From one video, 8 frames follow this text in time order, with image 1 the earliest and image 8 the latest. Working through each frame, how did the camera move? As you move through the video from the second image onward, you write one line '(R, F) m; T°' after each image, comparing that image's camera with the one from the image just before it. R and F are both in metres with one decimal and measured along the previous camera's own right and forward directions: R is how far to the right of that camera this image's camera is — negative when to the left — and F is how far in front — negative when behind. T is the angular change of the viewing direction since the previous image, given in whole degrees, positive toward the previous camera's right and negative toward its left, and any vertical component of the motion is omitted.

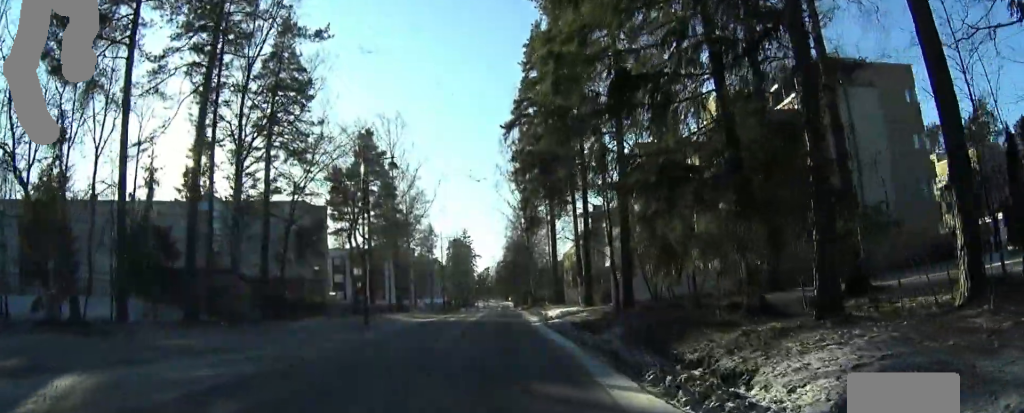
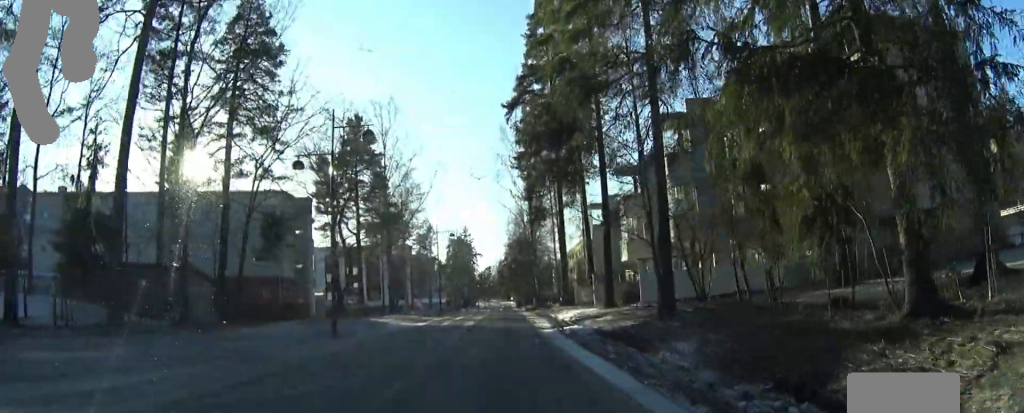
(-0.3, +5.7) m; -5°
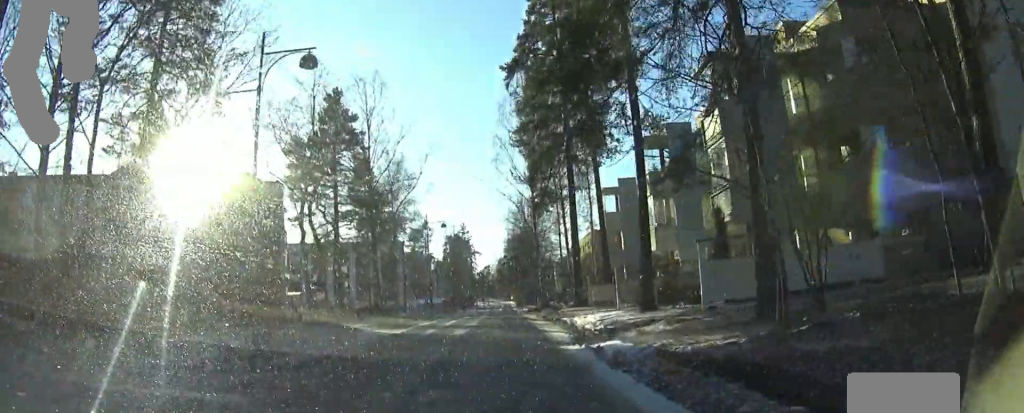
(-0.4, +7.5) m; -3°
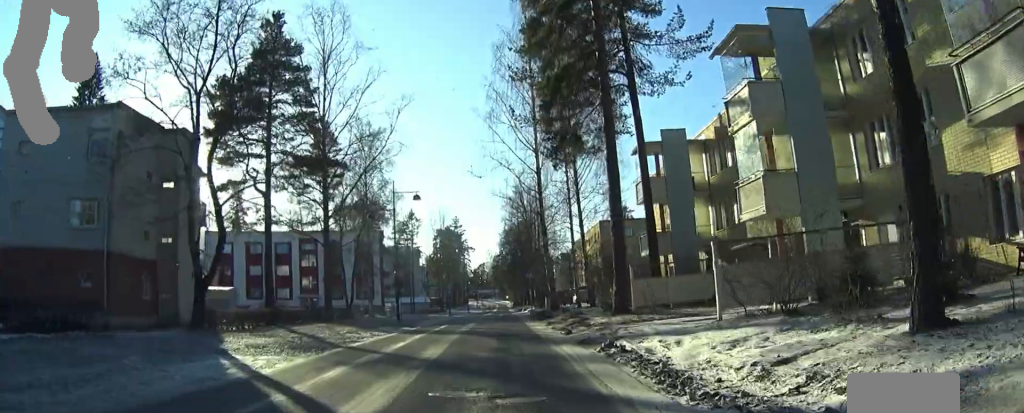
(+0.6, +14.1) m; +7°
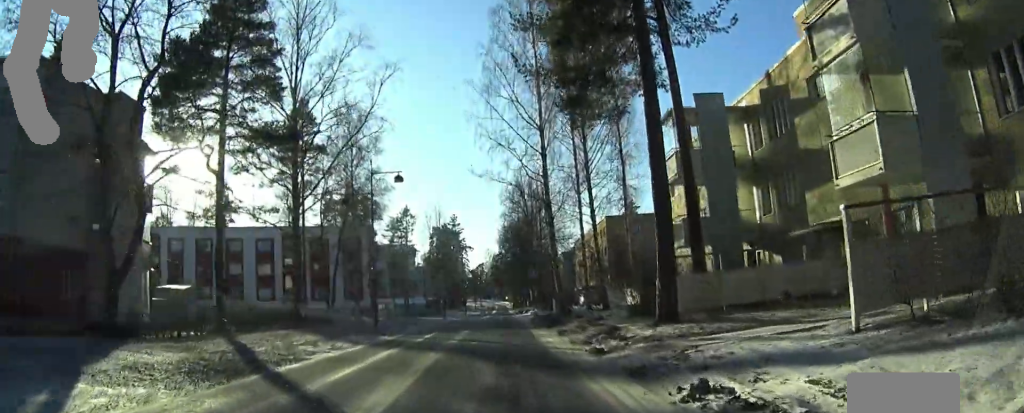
(+0.1, +6.2) m; +2°
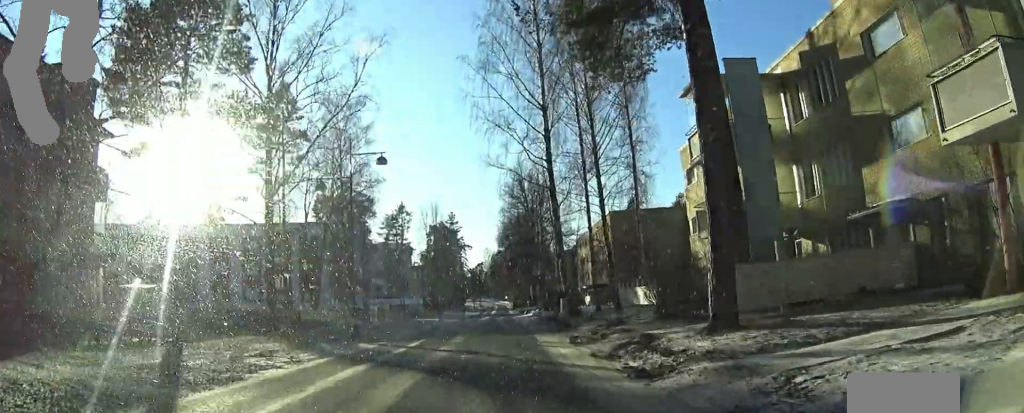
(-0.2, +4.0) m; 0°
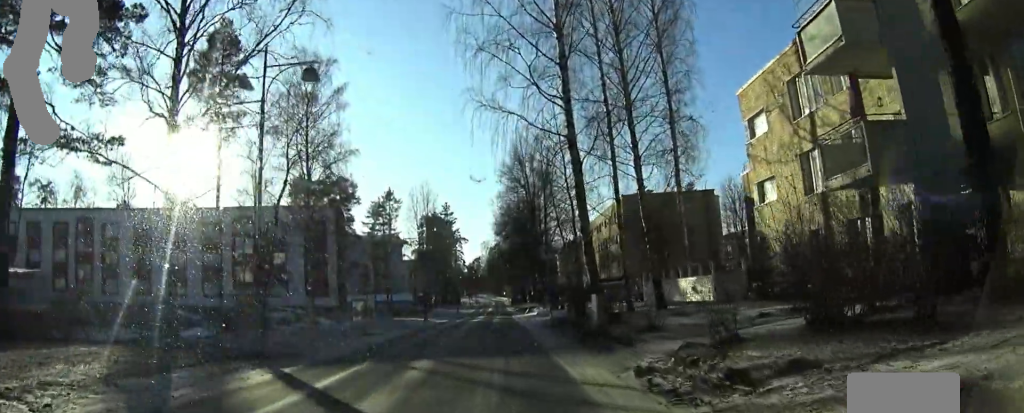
(+0.3, +9.9) m; -2°
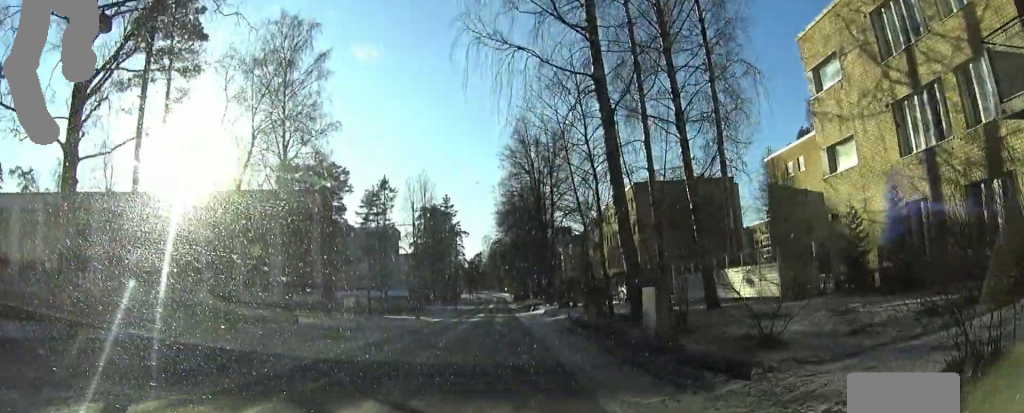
(-0.3, +6.1) m; -2°
